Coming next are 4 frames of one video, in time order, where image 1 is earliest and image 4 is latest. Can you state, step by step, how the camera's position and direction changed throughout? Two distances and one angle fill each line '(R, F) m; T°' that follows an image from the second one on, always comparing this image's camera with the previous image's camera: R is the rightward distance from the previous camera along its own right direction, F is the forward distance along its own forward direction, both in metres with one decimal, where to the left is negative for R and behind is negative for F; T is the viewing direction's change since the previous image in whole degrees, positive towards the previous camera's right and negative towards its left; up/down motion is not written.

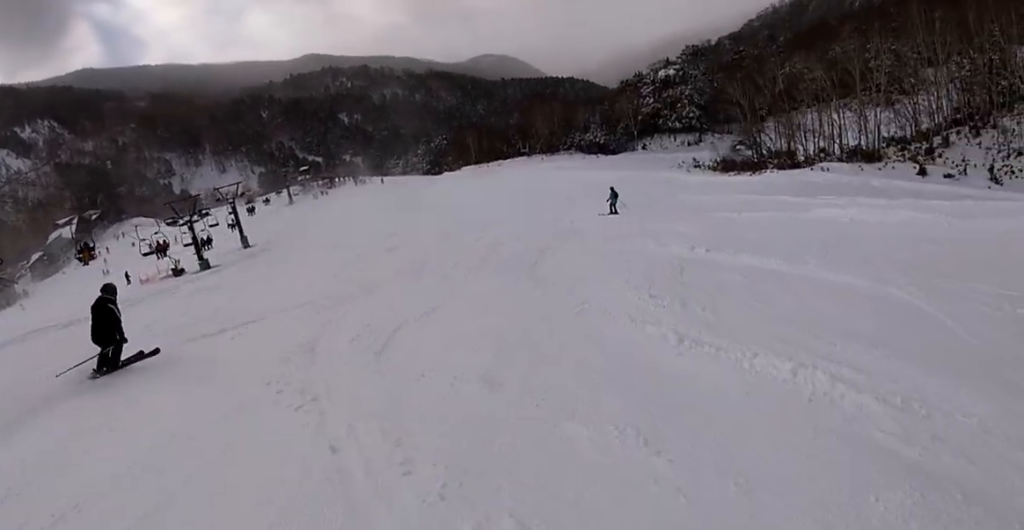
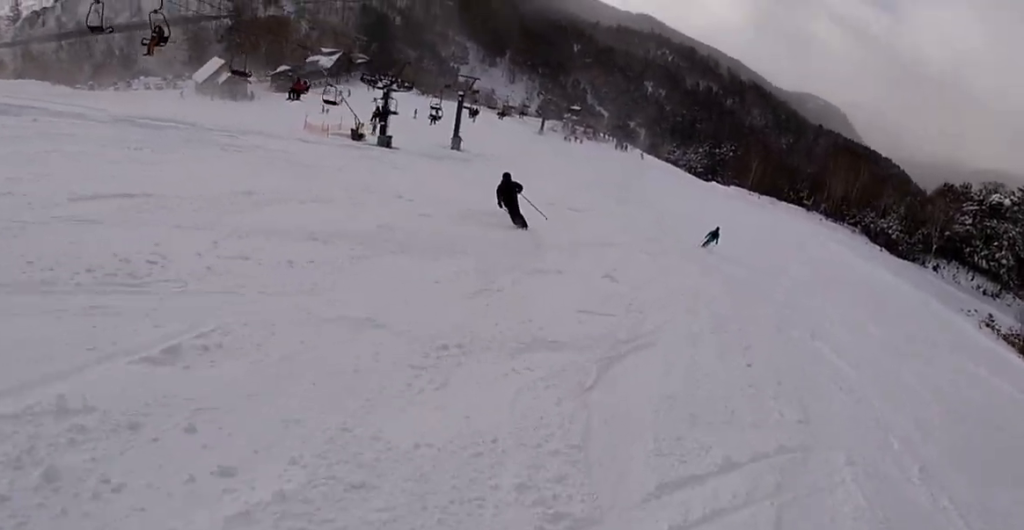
(-2.9, +11.3) m; -23°
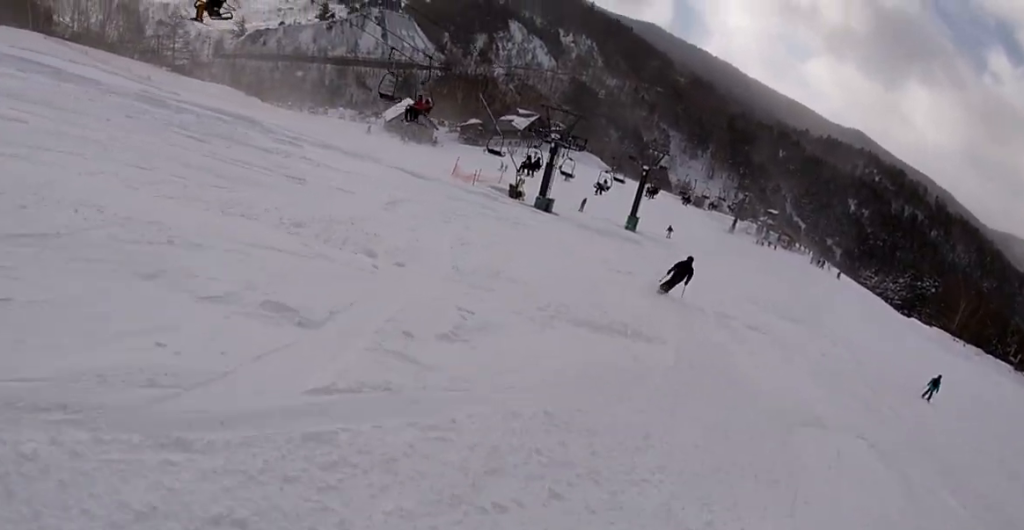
(-0.2, +8.0) m; +8°
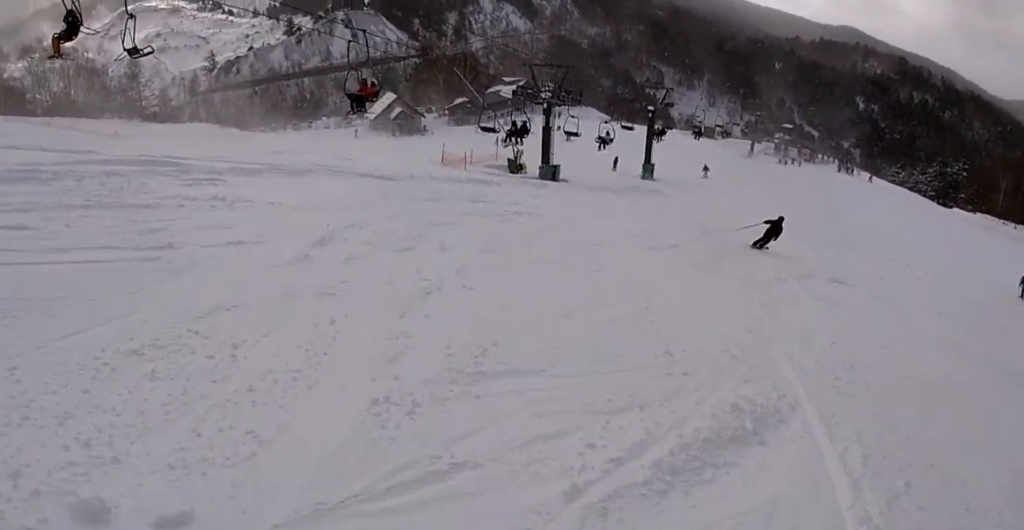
(+0.3, +4.7) m; +9°
